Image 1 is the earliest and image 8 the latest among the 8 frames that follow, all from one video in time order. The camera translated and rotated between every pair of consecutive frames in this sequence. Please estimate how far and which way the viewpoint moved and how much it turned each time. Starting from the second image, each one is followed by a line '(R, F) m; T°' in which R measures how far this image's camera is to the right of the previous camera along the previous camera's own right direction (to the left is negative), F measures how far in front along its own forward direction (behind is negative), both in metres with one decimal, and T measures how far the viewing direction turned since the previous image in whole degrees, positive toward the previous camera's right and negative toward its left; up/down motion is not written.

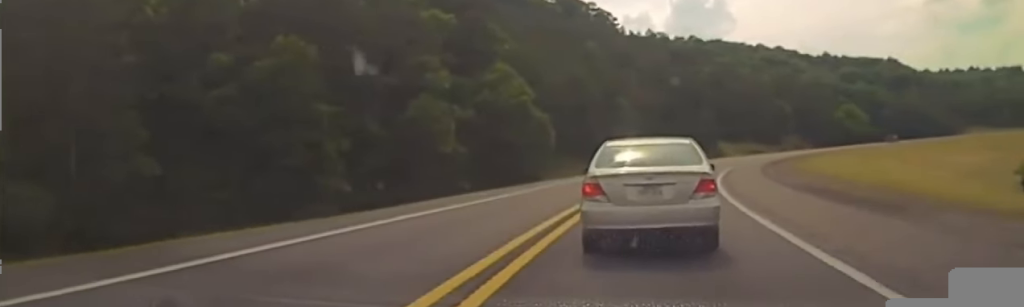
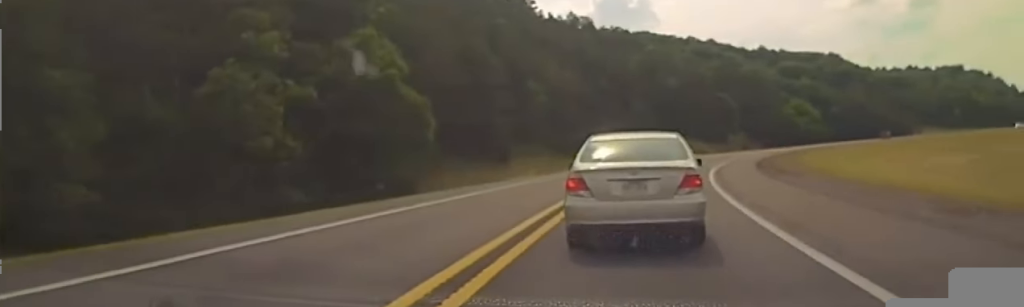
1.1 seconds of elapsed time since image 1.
(+1.4, +29.6) m; +5°
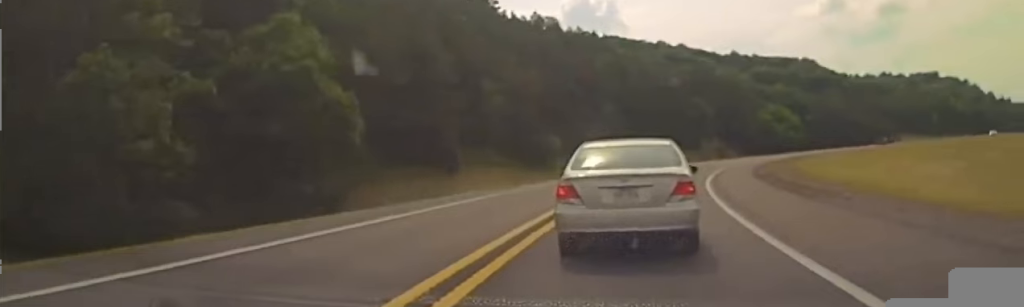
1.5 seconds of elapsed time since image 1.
(+0.3, +12.0) m; +2°
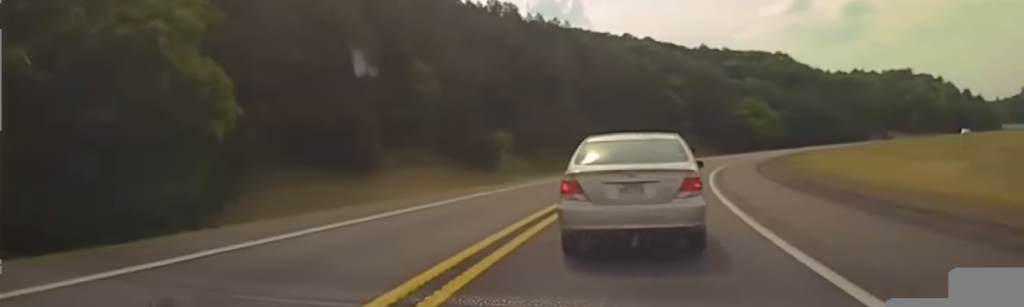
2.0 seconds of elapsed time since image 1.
(+0.2, +14.3) m; +2°
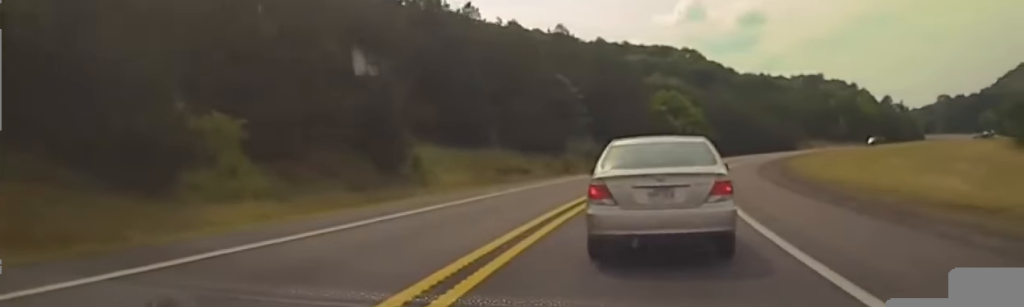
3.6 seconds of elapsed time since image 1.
(+3.1, +45.2) m; +8°
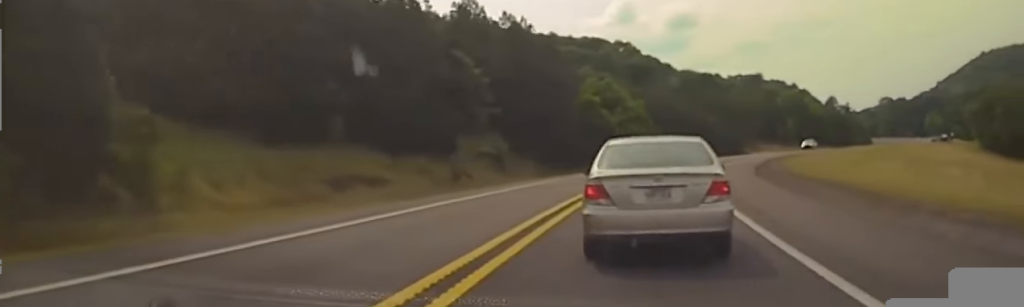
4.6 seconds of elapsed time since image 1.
(+1.4, +26.9) m; +4°
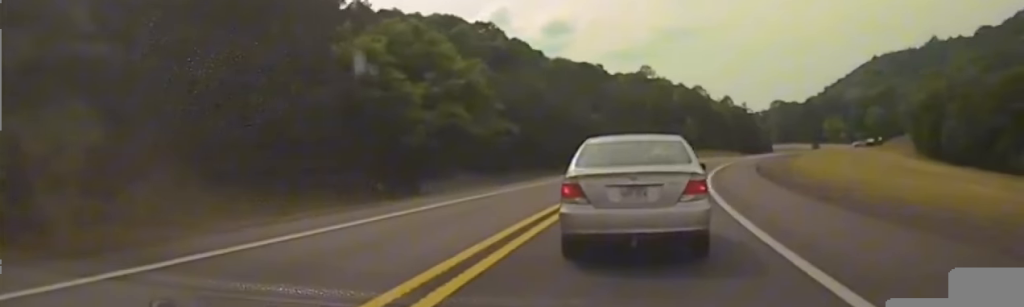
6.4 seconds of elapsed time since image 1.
(+3.2, +52.3) m; +10°
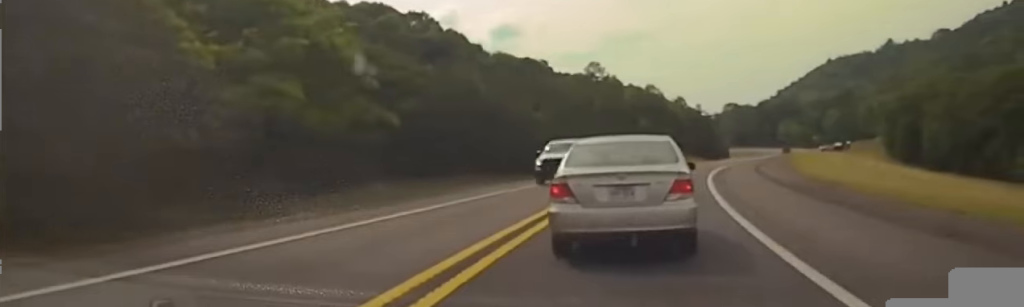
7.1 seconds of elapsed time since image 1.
(+0.9, +20.6) m; +5°
